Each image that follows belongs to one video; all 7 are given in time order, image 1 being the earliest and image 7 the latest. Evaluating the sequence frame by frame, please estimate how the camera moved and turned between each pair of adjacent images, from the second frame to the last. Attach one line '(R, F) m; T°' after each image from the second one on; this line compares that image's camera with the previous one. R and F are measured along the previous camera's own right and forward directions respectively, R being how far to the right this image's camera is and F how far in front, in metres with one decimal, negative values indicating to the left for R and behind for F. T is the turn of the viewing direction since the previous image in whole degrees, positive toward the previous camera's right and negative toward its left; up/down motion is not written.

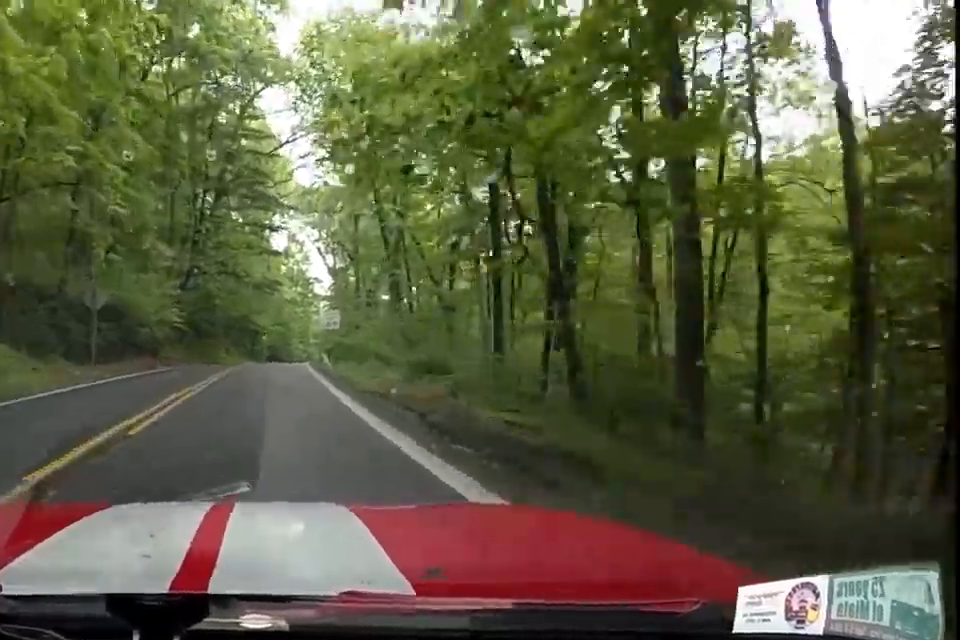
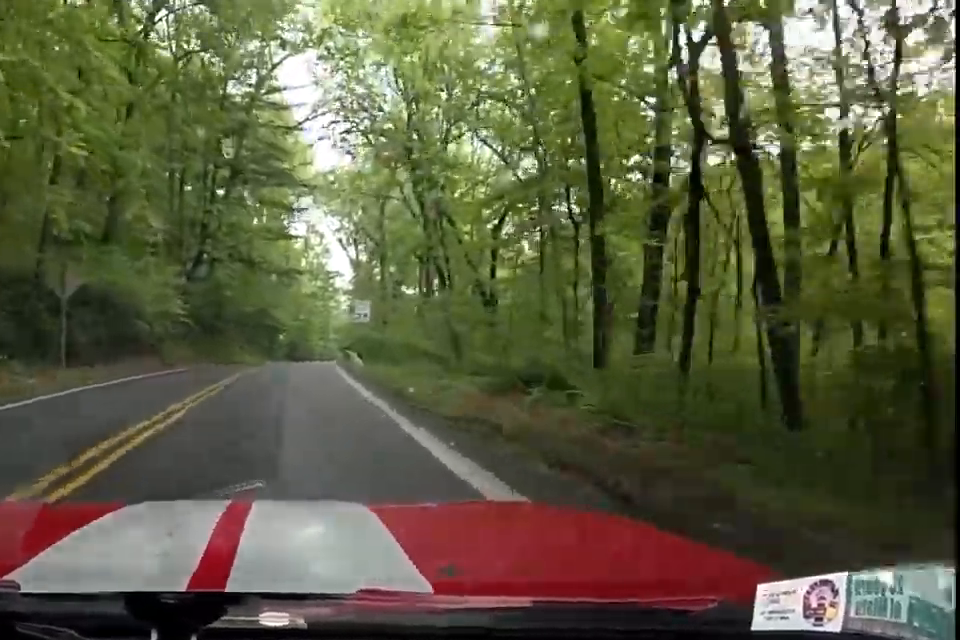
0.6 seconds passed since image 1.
(0.0, +6.7) m; 0°
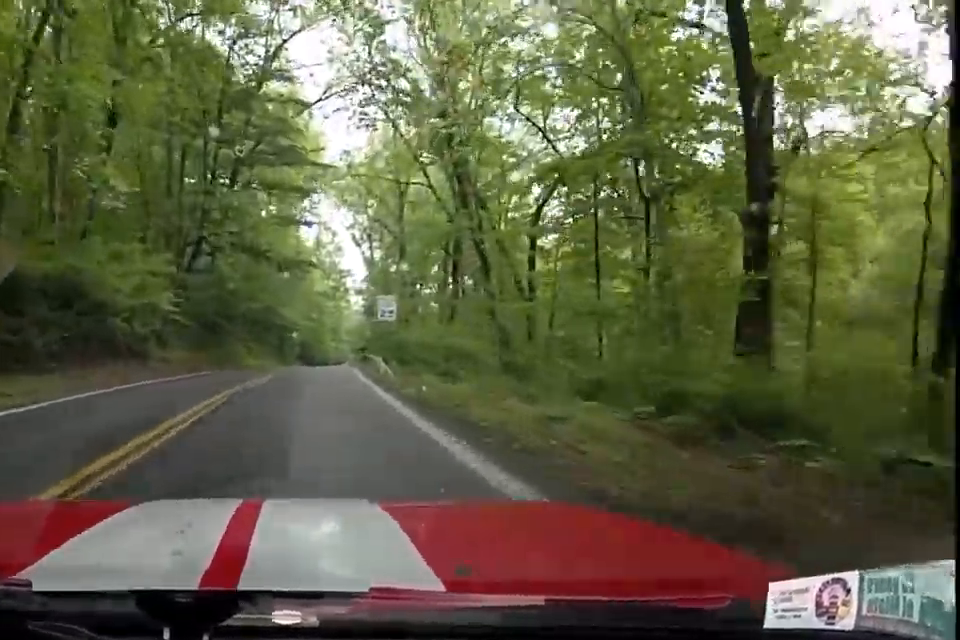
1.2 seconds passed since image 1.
(0.0, +6.6) m; 0°
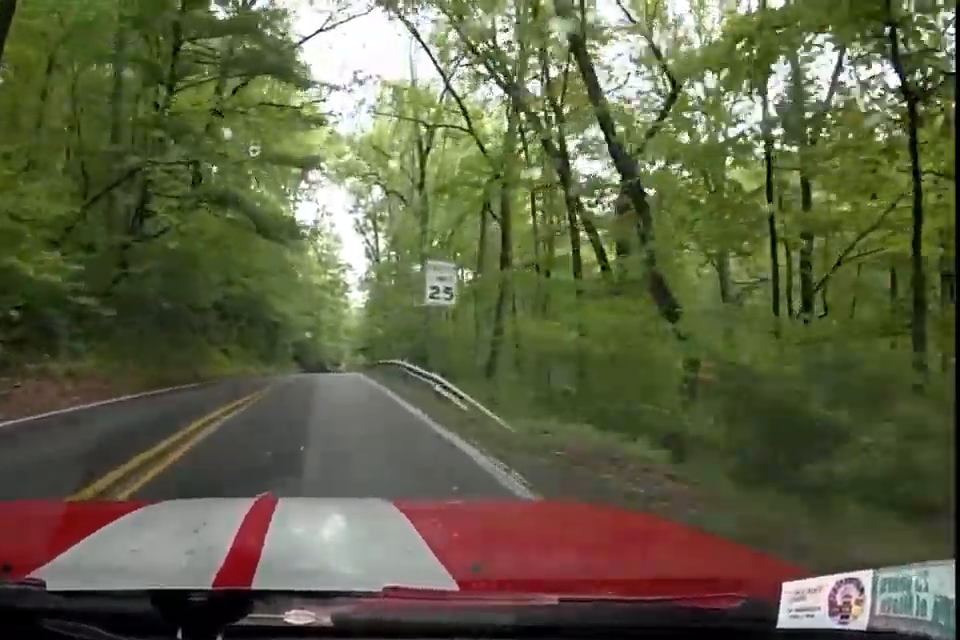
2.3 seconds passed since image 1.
(0.0, +15.2) m; 0°
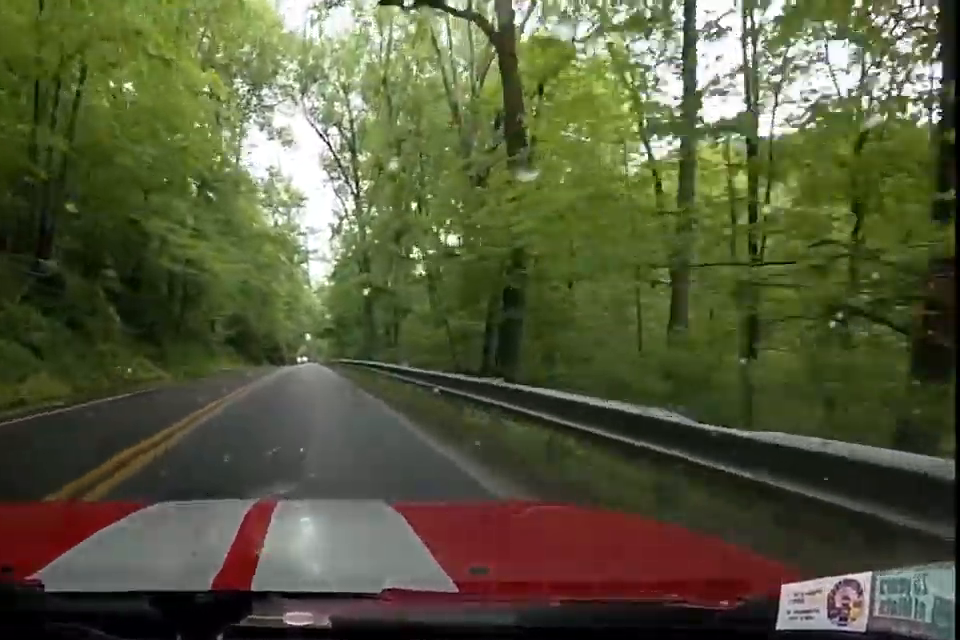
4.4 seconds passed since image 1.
(+0.4, +31.3) m; +3°
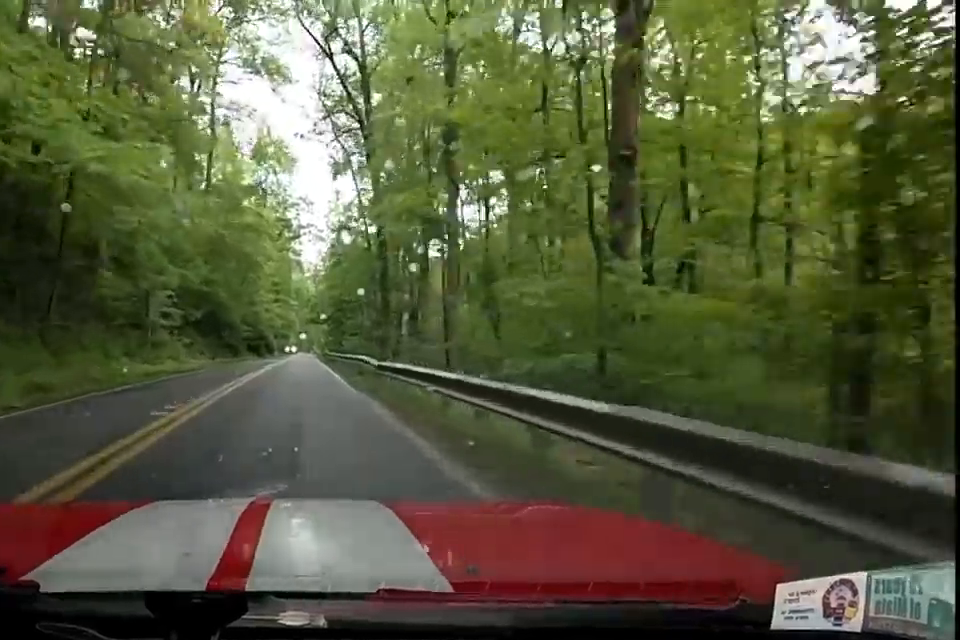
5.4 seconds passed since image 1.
(+0.5, +17.2) m; +2°
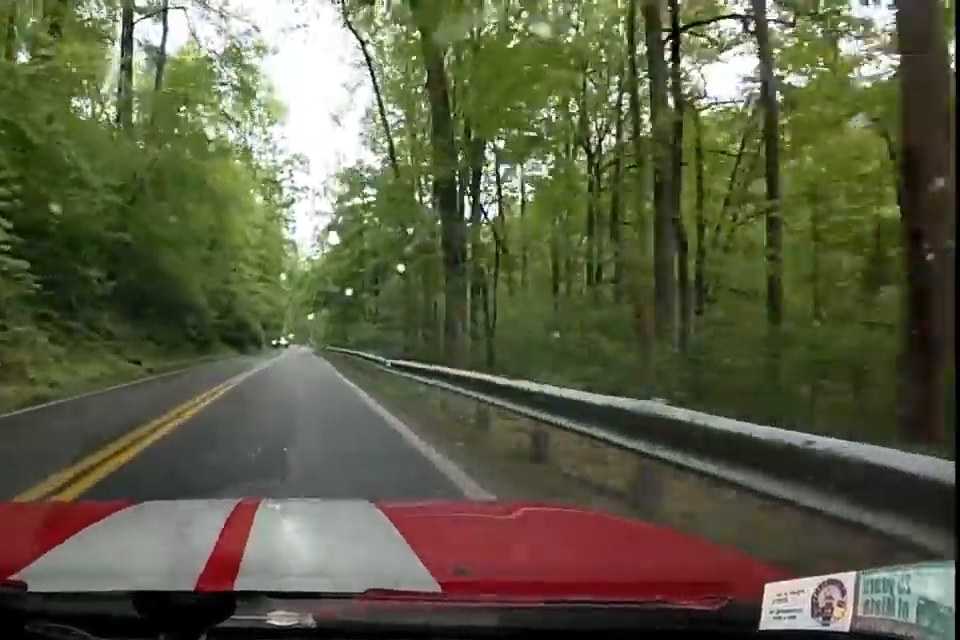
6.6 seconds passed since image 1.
(+0.1, +19.6) m; 0°
